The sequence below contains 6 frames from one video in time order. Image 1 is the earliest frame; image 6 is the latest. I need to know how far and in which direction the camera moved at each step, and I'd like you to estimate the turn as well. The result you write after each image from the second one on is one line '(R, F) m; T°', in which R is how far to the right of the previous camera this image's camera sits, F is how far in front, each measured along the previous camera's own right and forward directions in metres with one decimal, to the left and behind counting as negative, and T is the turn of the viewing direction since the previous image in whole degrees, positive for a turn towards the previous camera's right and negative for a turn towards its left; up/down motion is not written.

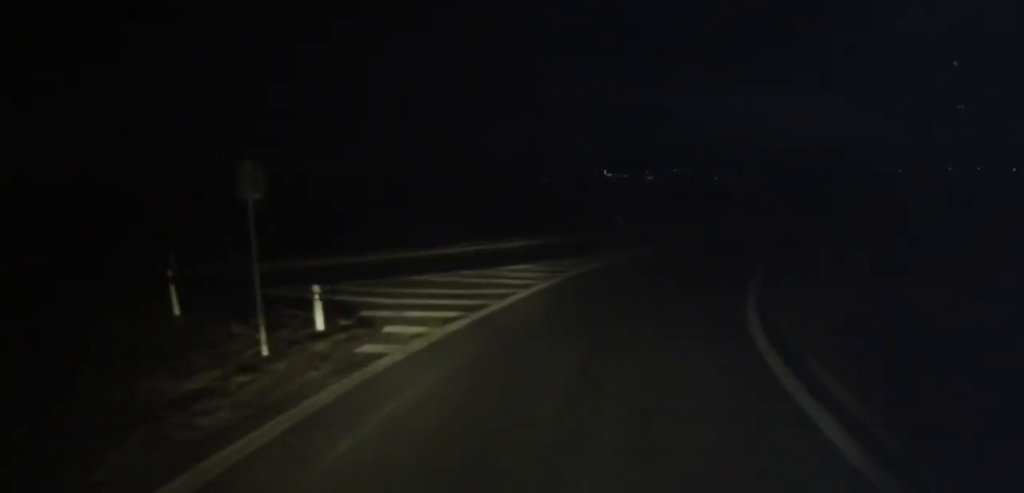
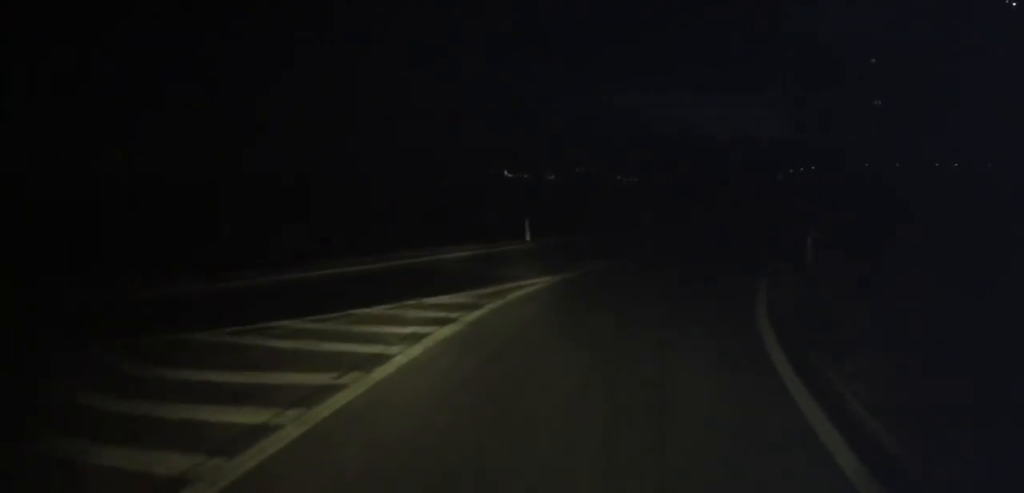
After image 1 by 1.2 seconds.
(+0.6, +7.9) m; +10°
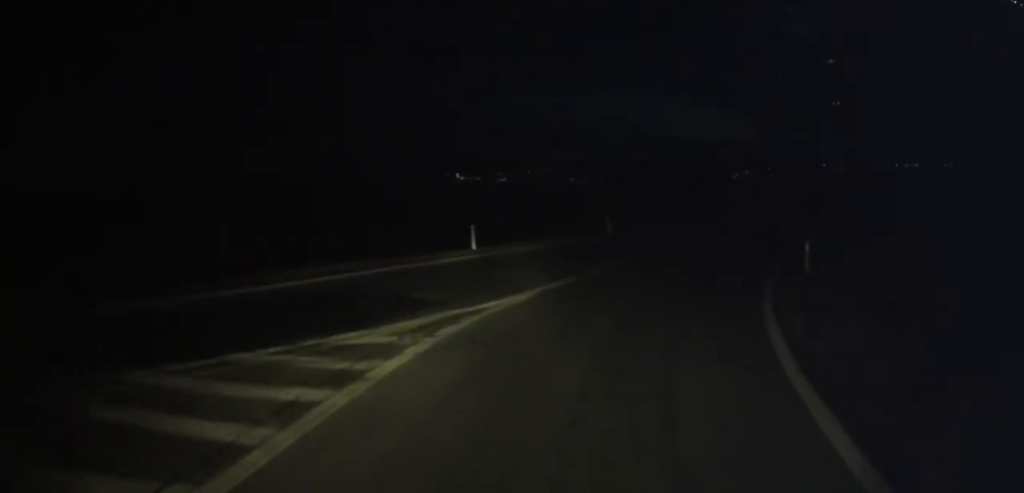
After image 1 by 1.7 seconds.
(+0.4, +3.7) m; +2°
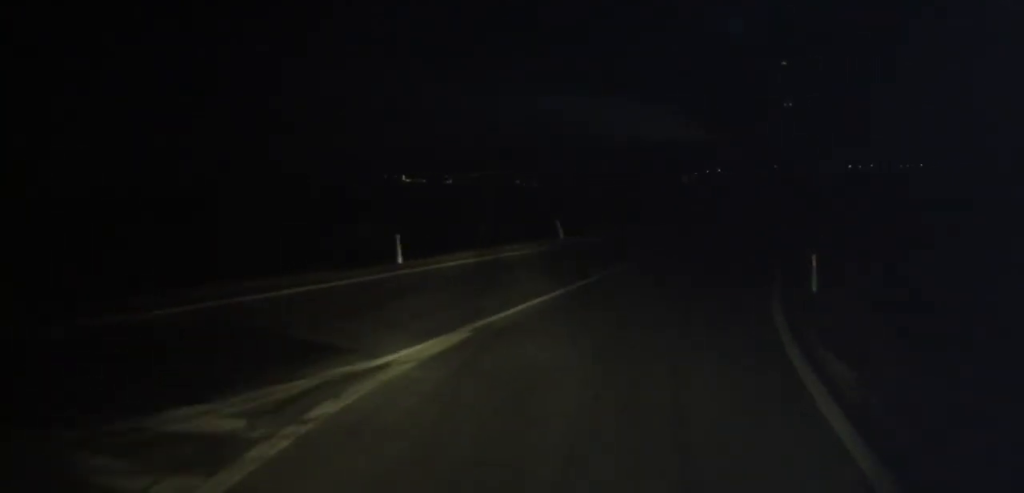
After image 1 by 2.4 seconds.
(+0.1, +4.2) m; 0°
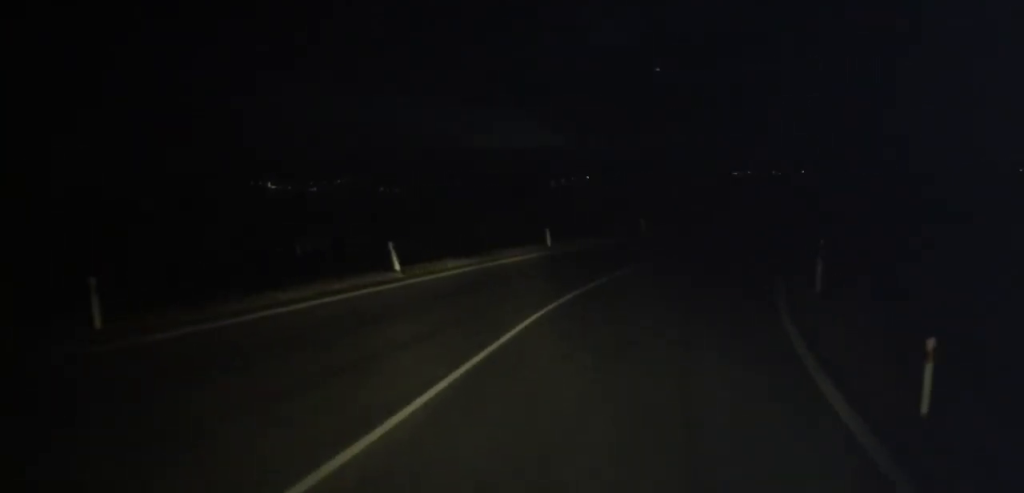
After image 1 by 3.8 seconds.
(-0.4, +10.0) m; +2°
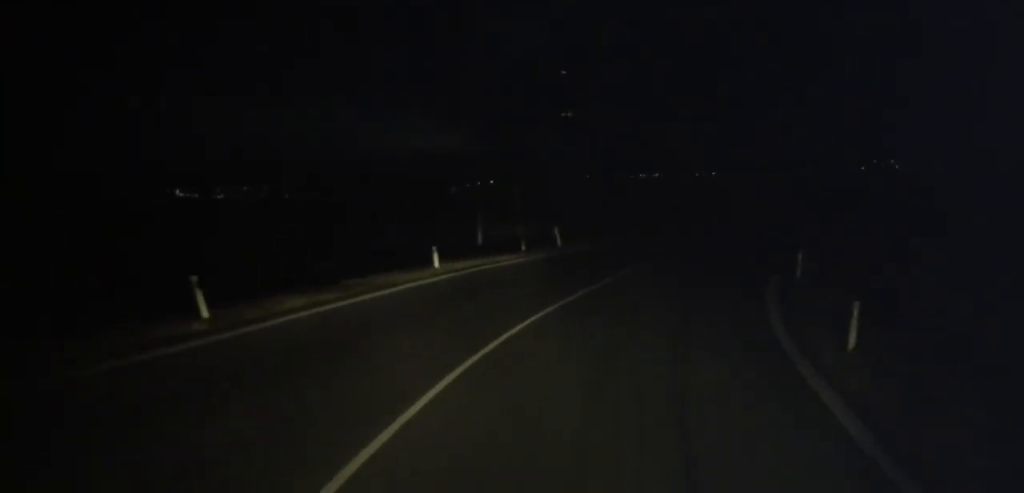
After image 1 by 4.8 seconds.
(+0.5, +7.0) m; +9°
